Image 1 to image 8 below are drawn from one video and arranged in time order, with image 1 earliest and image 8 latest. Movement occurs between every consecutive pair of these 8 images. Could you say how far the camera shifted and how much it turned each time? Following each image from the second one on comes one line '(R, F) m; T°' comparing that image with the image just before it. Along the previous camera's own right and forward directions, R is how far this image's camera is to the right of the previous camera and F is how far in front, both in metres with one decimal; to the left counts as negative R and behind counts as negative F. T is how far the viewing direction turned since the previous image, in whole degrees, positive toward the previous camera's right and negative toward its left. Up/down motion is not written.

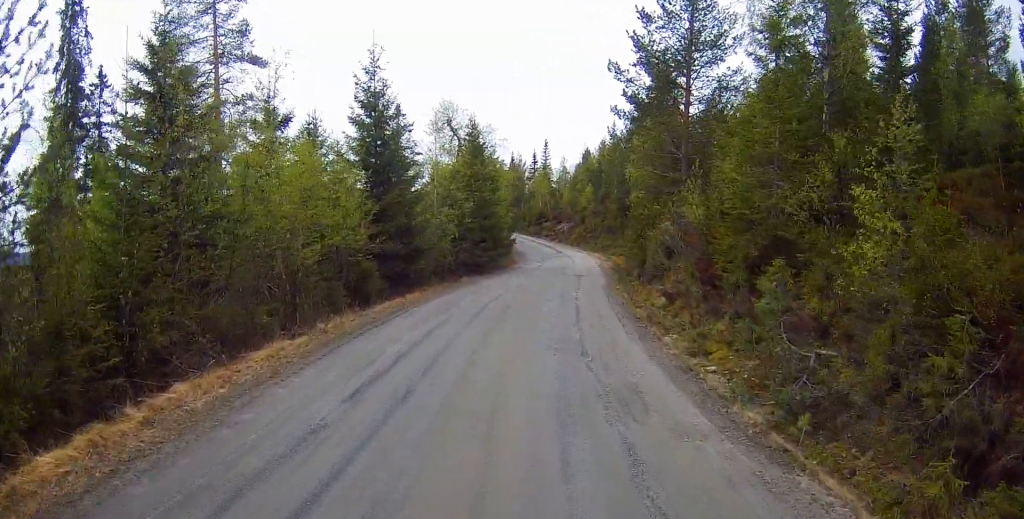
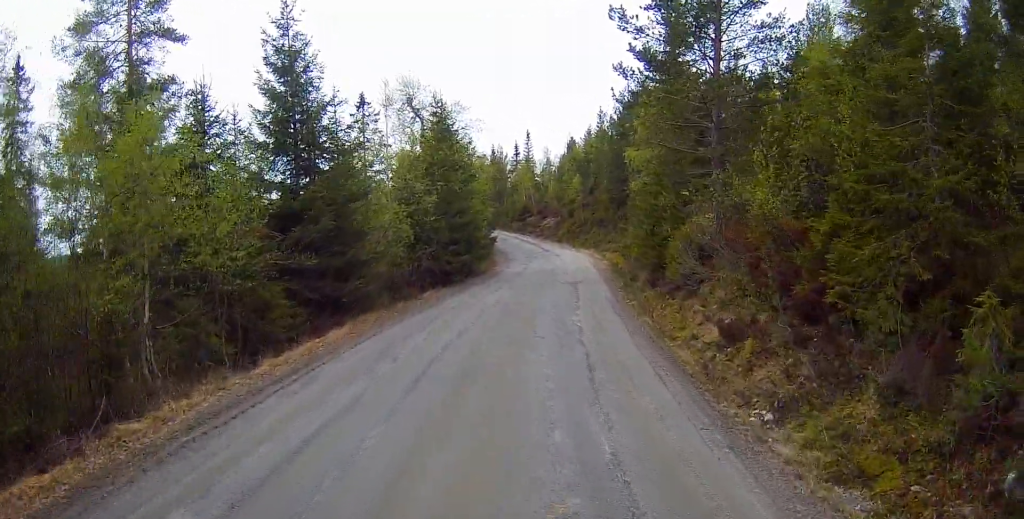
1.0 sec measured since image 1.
(+0.1, +5.9) m; +4°
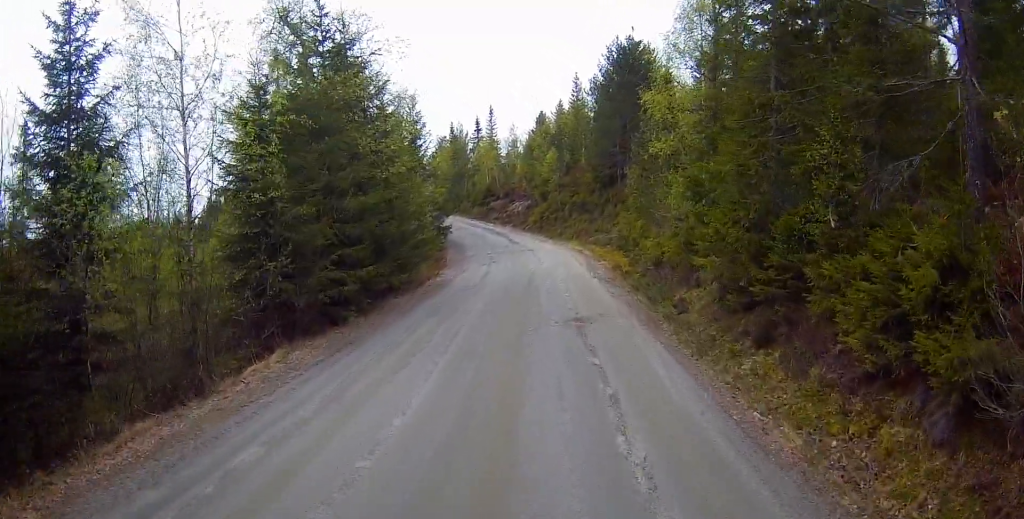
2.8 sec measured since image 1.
(+0.2, +11.7) m; +2°
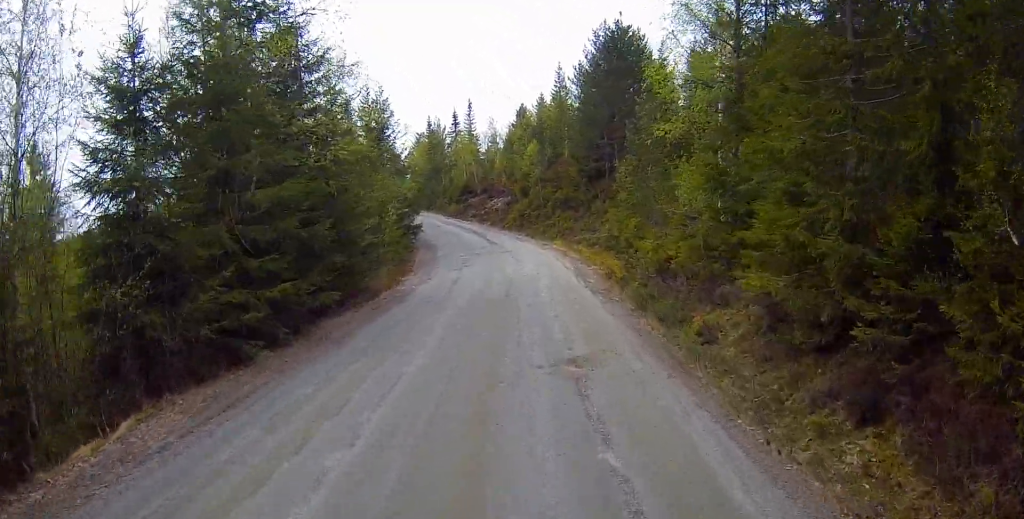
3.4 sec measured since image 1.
(+0.3, +3.9) m; +2°
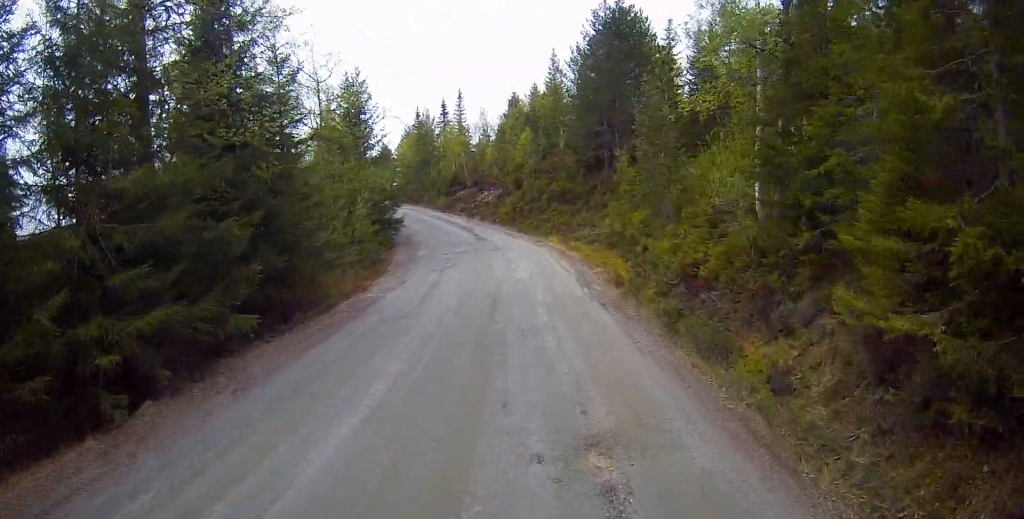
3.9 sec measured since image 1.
(0.0, +3.5) m; 0°
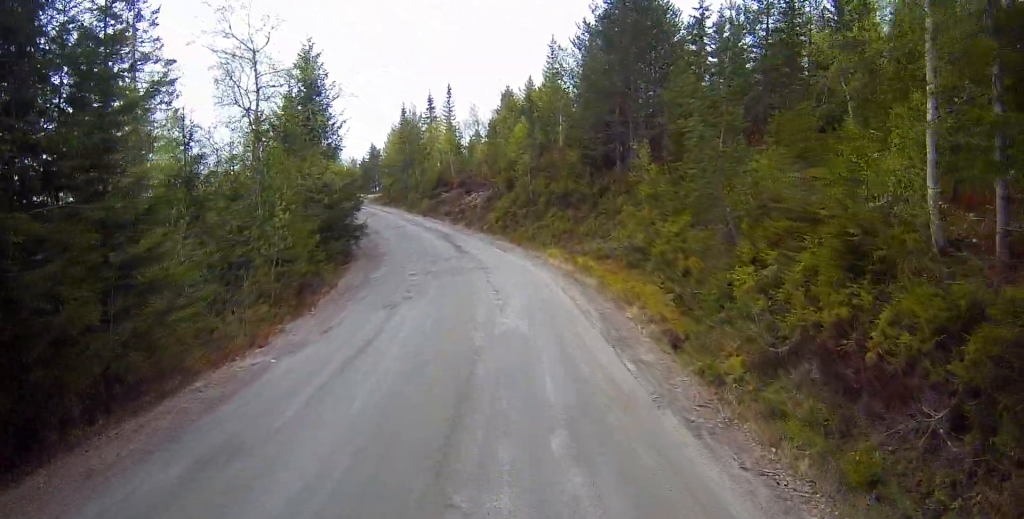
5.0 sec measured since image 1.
(-0.1, +7.0) m; -1°
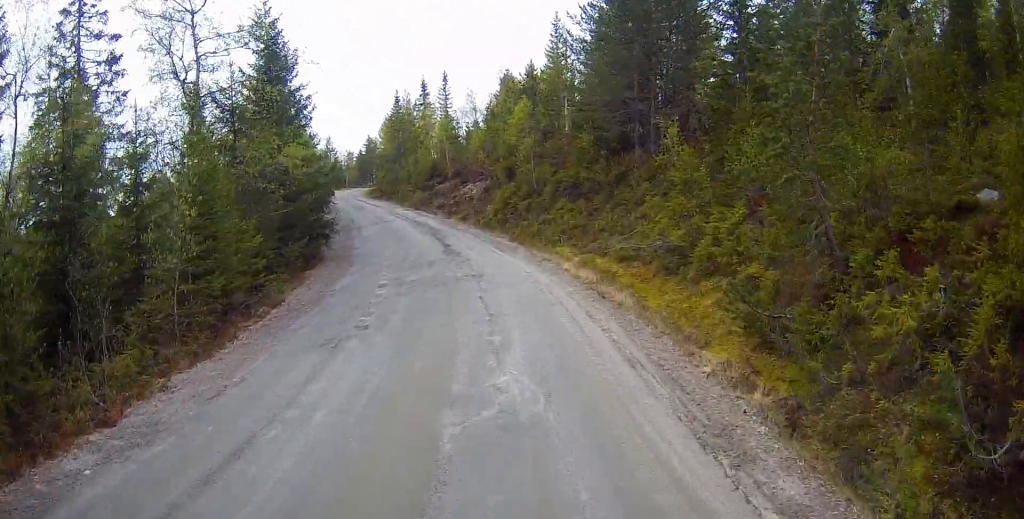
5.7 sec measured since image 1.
(0.0, +4.8) m; -1°
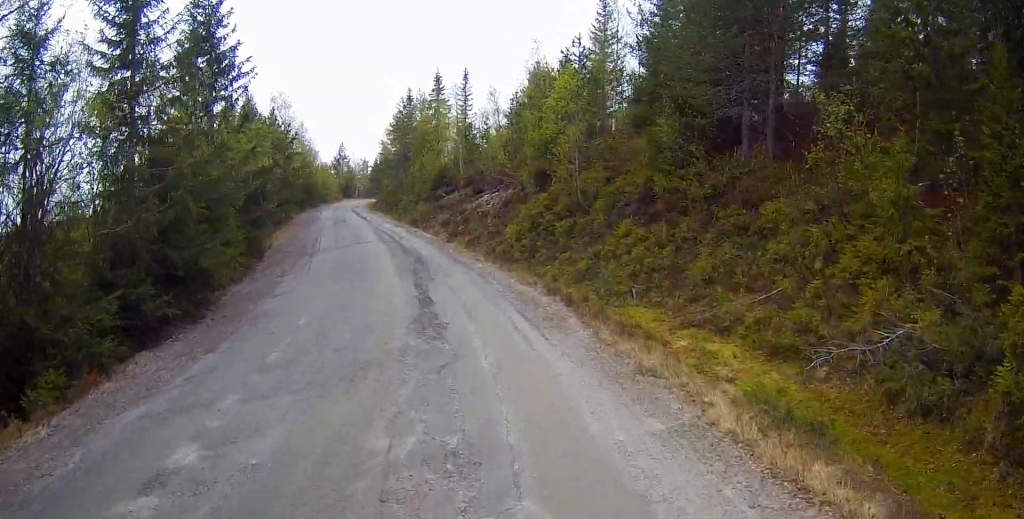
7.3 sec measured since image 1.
(-0.3, +11.0) m; -2°
